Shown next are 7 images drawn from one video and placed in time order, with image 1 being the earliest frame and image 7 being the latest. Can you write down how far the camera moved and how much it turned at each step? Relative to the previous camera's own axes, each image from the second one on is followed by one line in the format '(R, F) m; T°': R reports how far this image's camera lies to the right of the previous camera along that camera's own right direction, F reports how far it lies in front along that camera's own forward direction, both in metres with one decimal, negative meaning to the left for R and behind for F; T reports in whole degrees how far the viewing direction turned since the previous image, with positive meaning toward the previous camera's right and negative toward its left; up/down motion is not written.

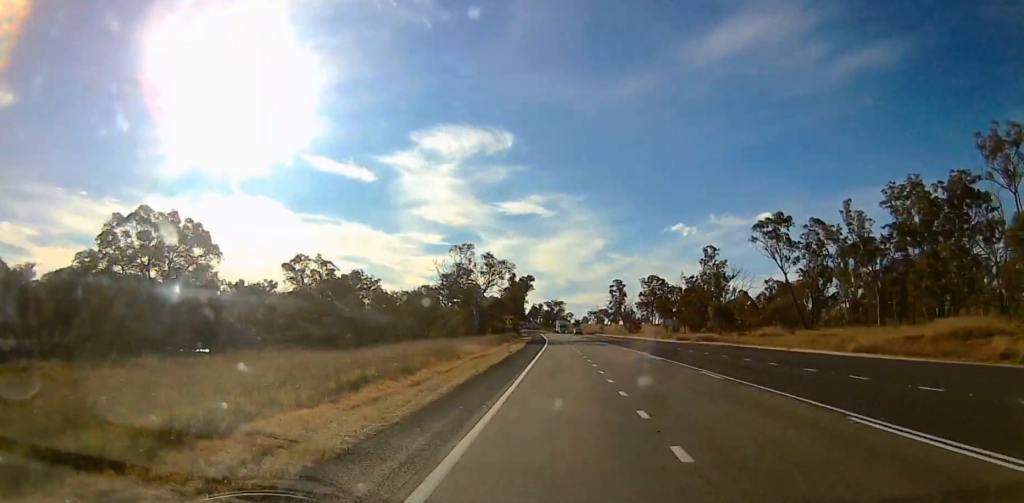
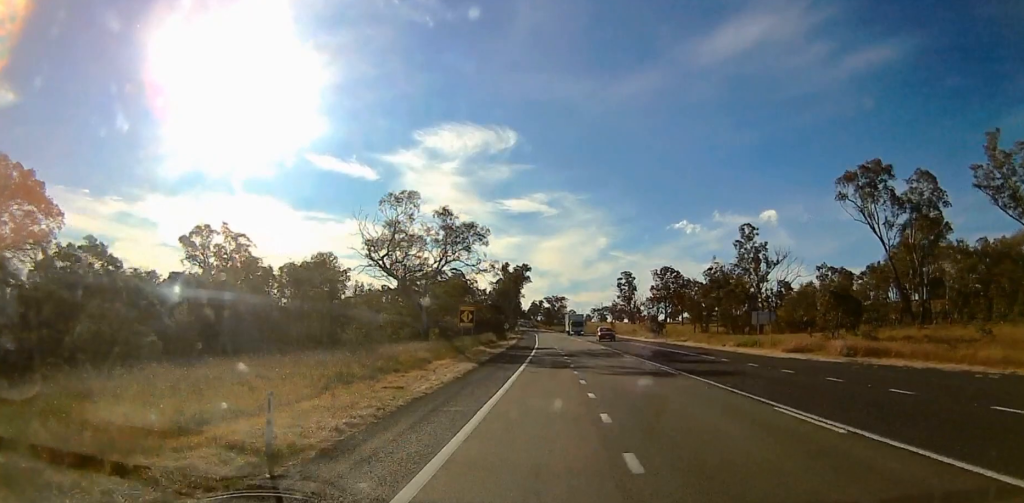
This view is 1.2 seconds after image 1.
(-0.8, +34.8) m; -2°
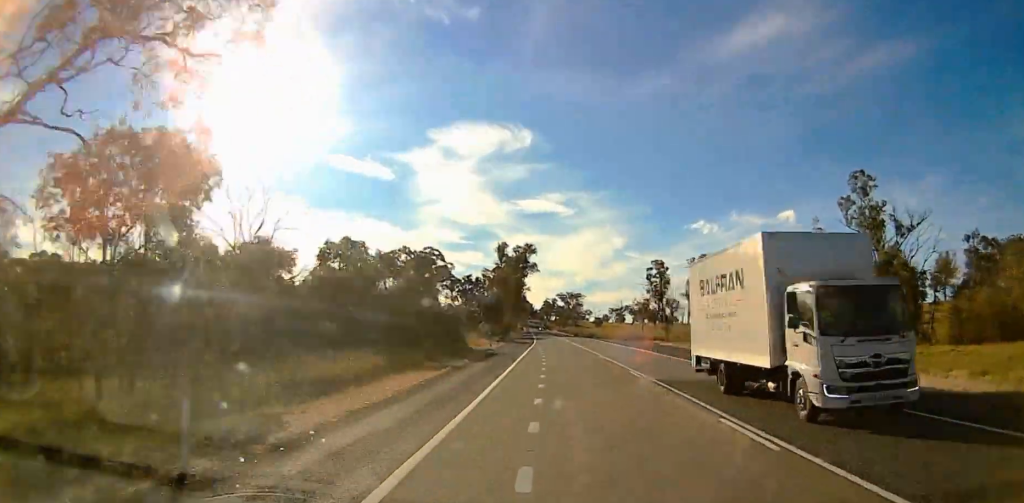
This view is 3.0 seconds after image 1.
(+0.9, +54.3) m; +1°
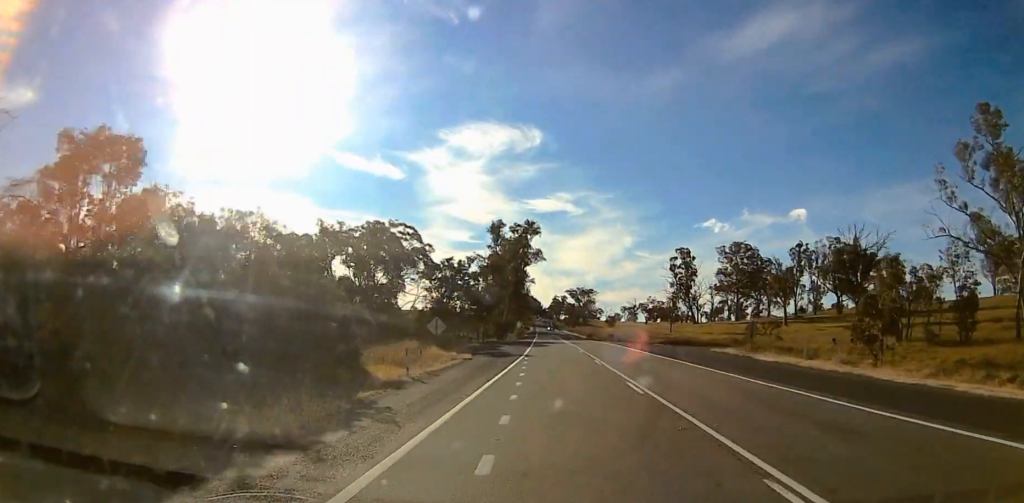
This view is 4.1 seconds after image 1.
(-0.6, +34.4) m; -2°
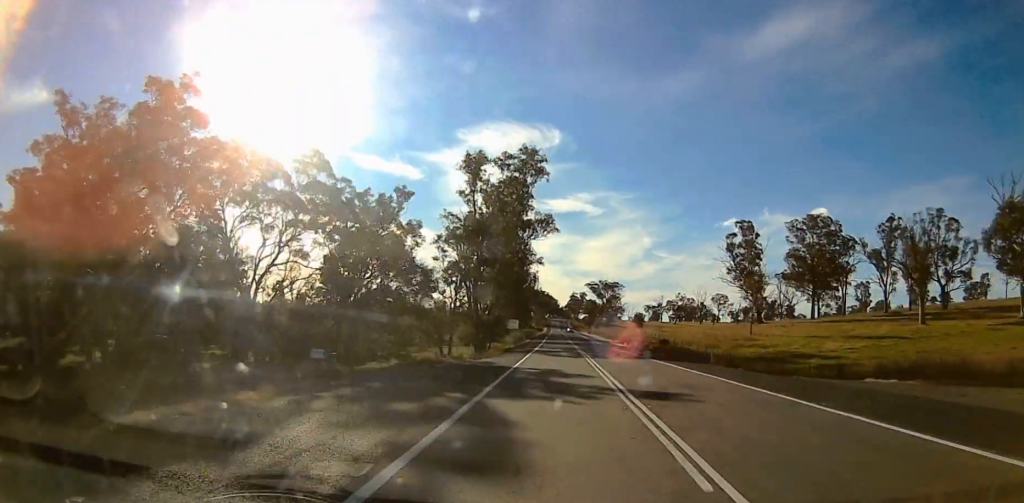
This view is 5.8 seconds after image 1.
(-0.9, +48.2) m; -1°
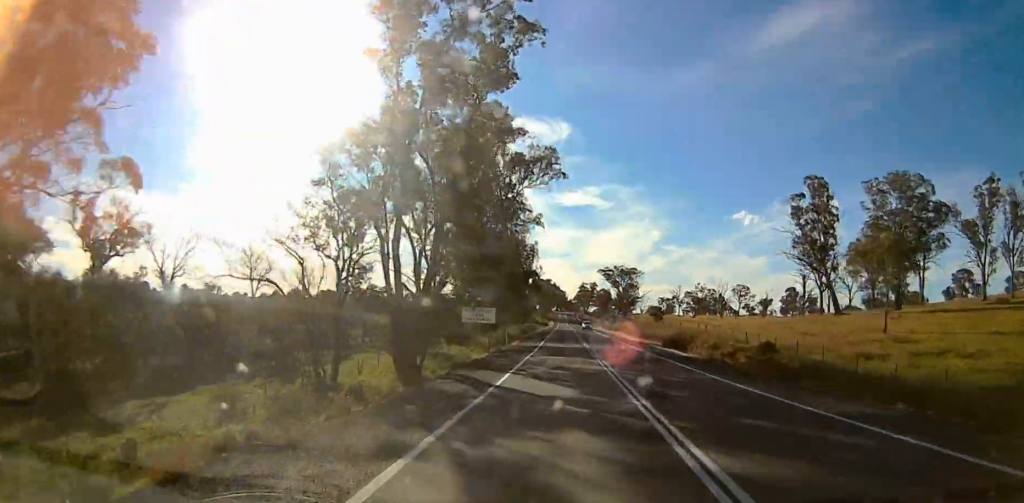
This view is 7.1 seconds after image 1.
(+0.1, +31.2) m; +1°
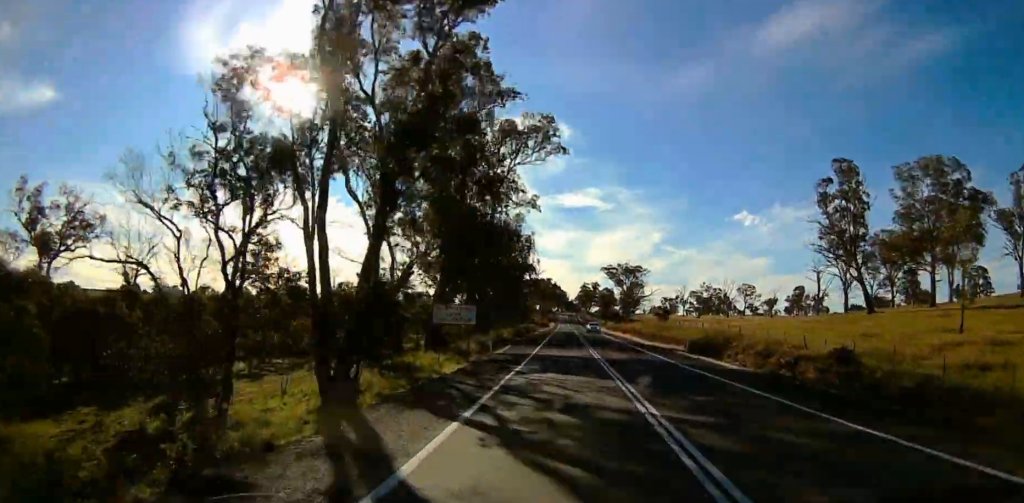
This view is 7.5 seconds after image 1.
(0.0, +8.8) m; 0°
